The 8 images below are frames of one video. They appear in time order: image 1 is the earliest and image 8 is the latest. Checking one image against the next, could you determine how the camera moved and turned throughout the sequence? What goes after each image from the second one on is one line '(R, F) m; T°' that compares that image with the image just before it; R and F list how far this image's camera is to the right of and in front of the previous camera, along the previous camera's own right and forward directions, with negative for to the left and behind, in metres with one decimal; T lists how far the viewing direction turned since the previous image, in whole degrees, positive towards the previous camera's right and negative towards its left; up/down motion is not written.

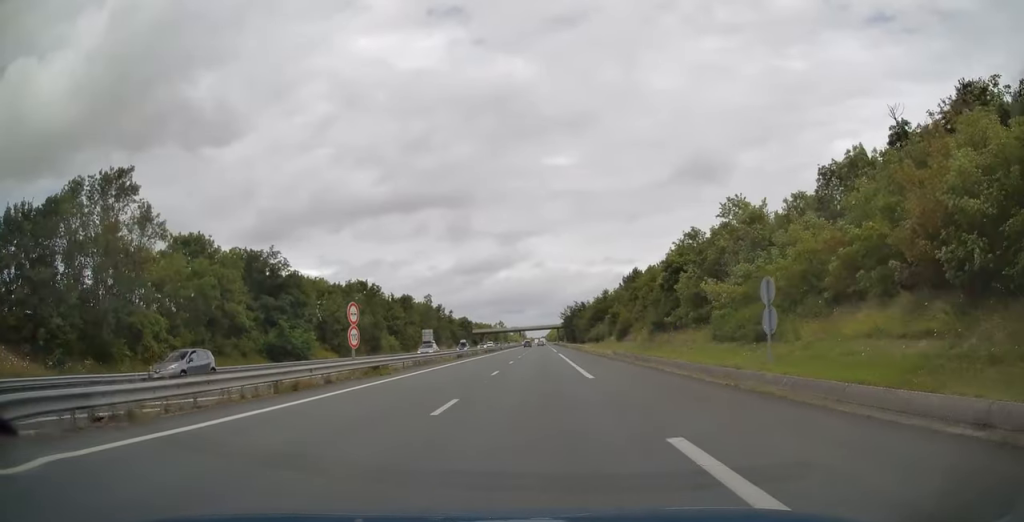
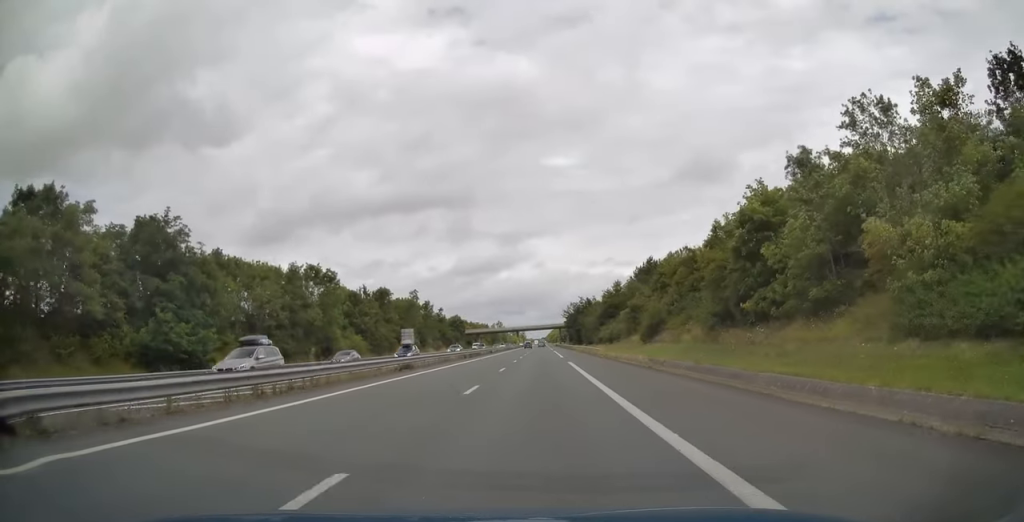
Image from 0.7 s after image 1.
(+0.1, +21.0) m; 0°
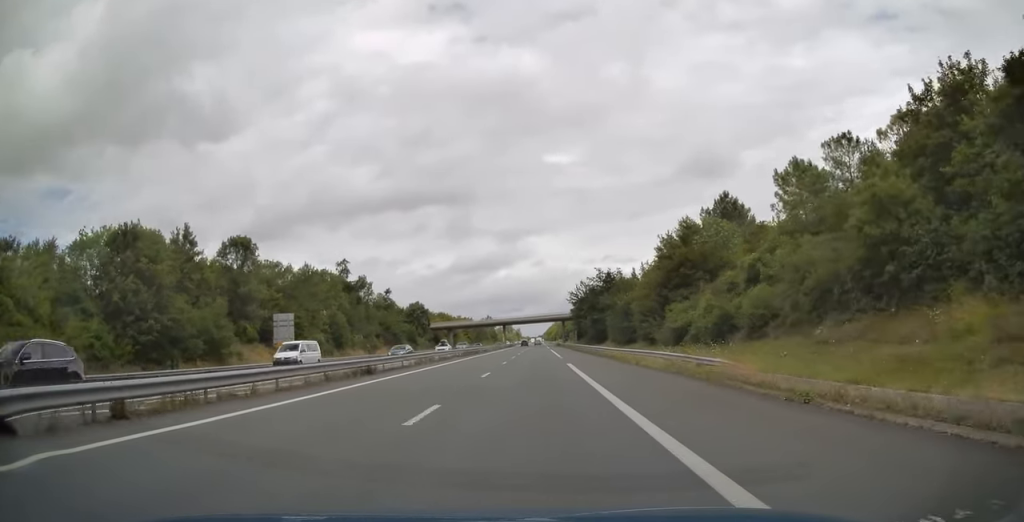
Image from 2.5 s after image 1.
(0.0, +58.3) m; 0°
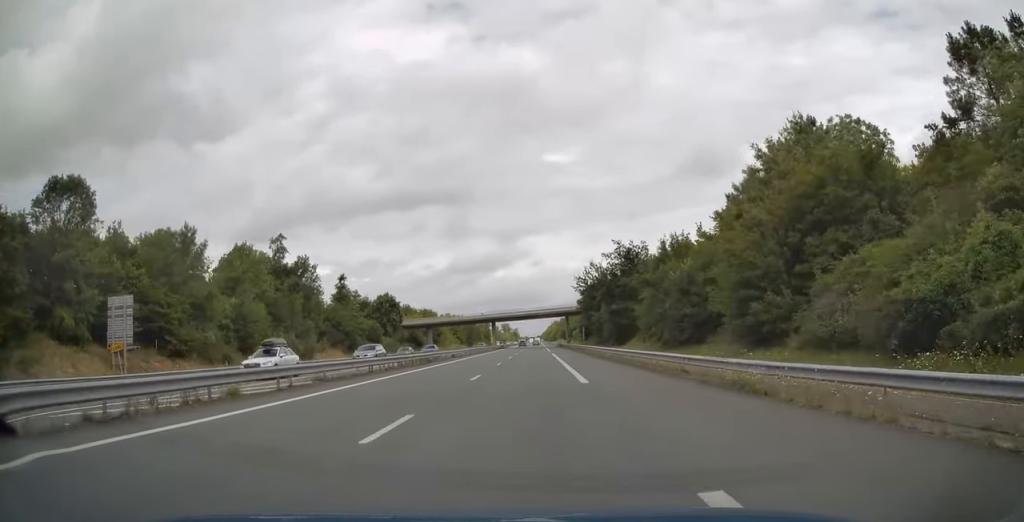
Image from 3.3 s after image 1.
(0.0, +27.5) m; 0°
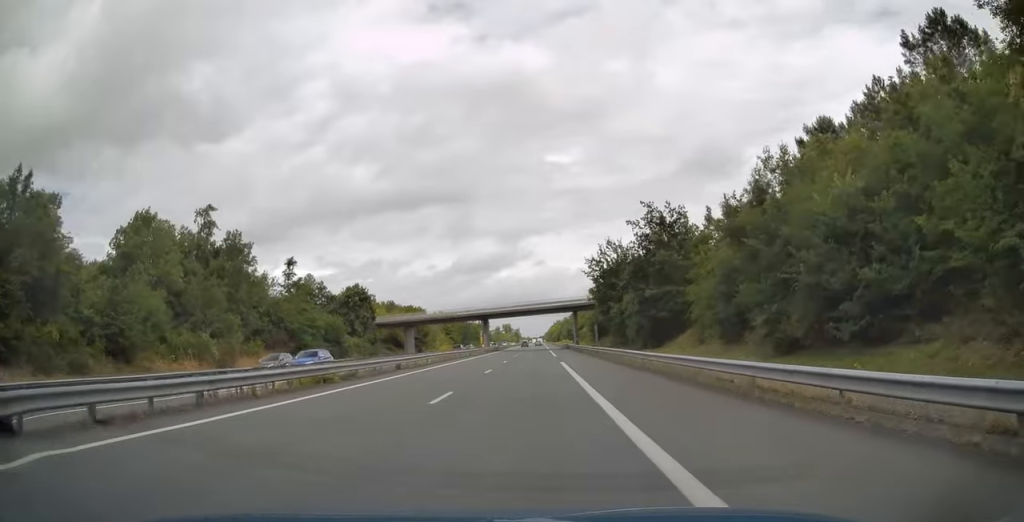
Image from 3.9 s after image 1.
(0.0, +20.4) m; 0°
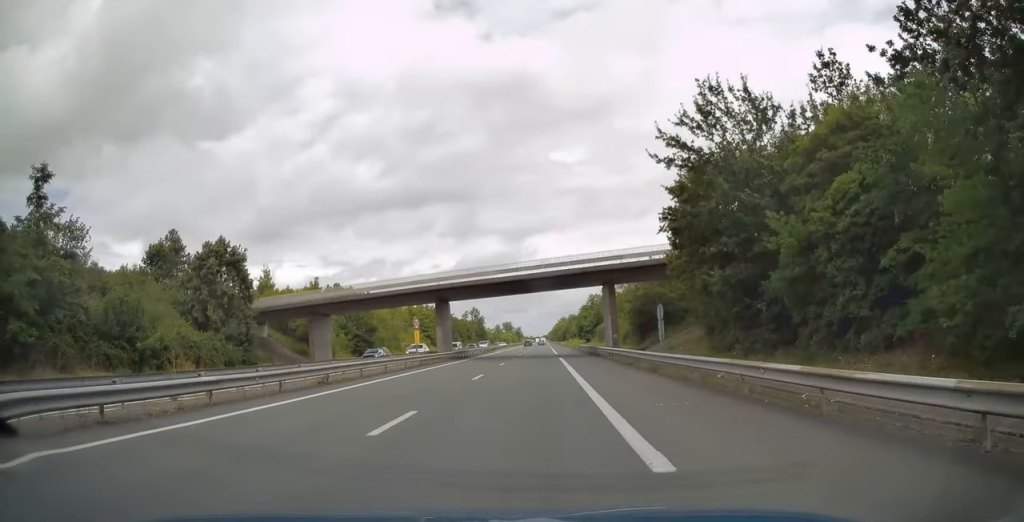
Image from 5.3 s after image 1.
(0.0, +43.6) m; 0°
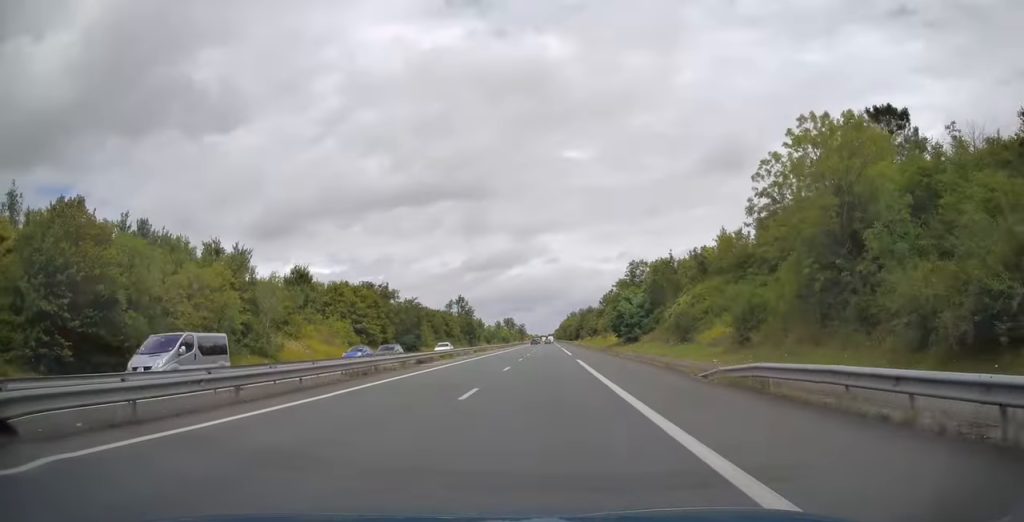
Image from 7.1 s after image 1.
(-0.4, +59.9) m; 0°
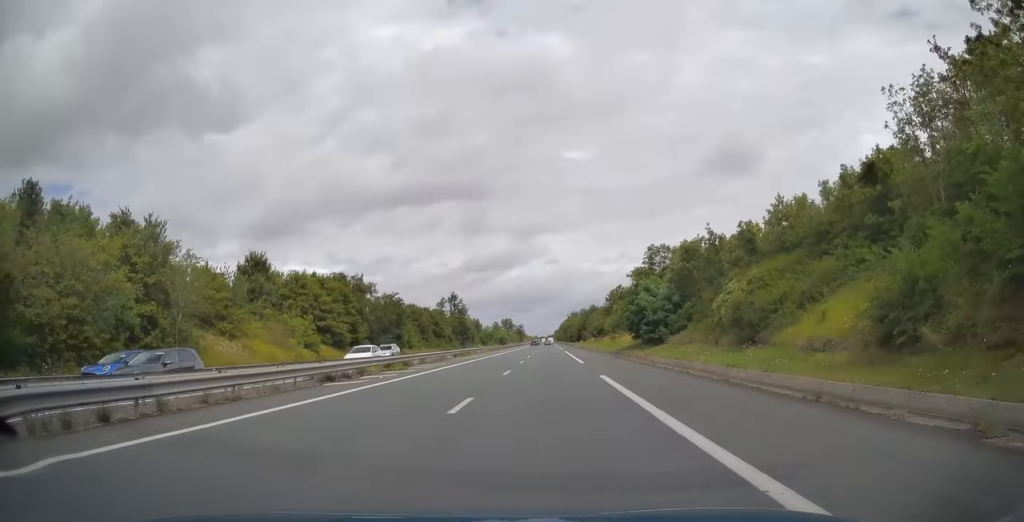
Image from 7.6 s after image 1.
(0.0, +15.7) m; 0°
